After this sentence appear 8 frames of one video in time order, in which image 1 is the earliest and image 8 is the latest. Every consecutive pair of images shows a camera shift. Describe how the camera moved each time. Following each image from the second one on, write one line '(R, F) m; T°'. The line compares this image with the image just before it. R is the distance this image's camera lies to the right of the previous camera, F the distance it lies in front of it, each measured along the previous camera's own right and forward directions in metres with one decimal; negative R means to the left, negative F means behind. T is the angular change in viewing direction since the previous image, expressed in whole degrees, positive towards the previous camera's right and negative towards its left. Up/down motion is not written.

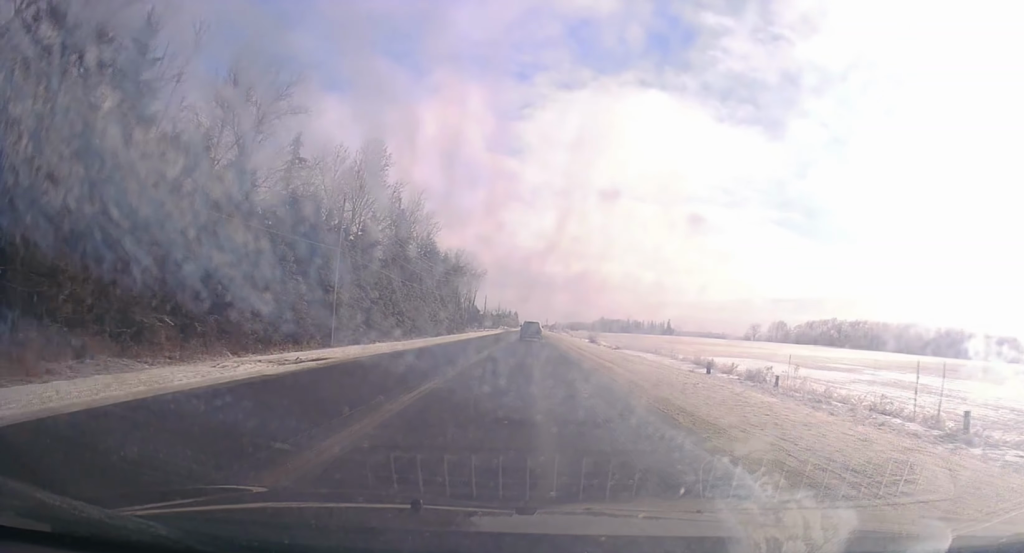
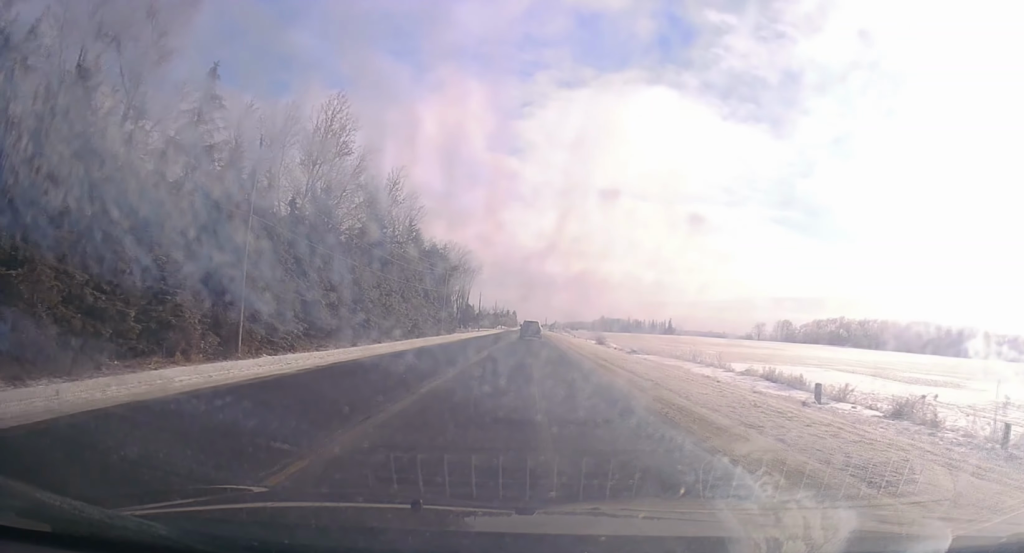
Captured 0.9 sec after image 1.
(0.0, +17.6) m; -2°
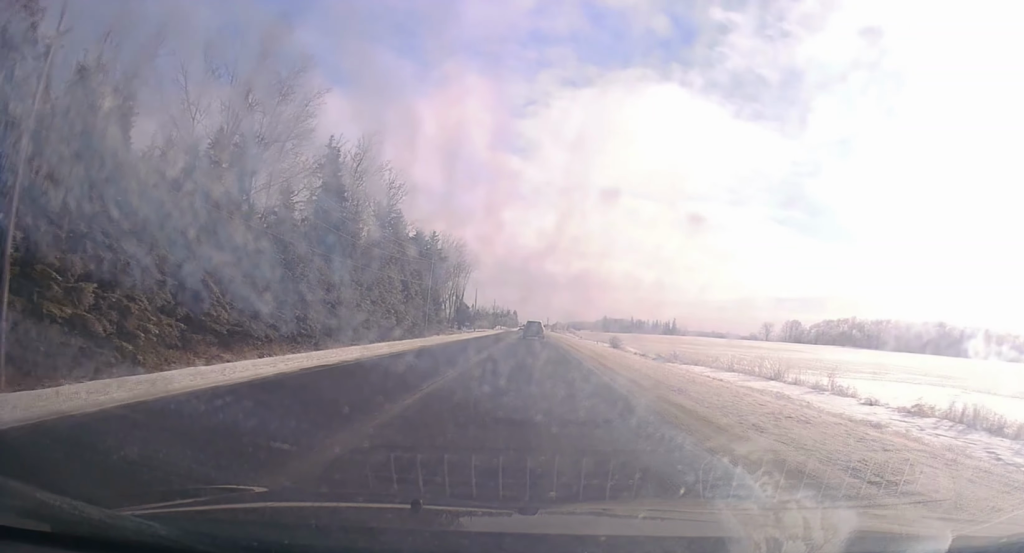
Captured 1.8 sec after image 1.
(-0.5, +18.7) m; 0°
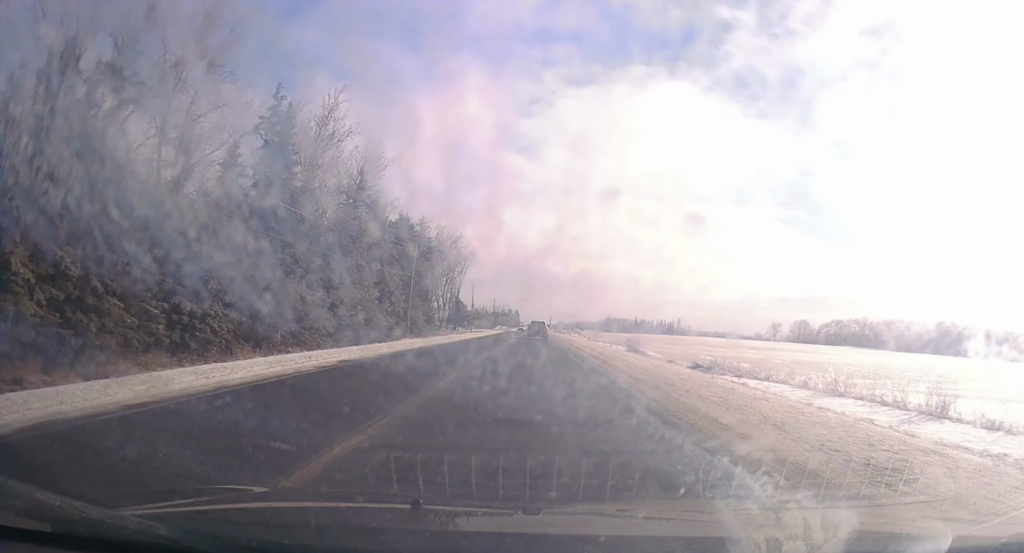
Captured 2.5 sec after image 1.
(+0.2, +15.6) m; +1°
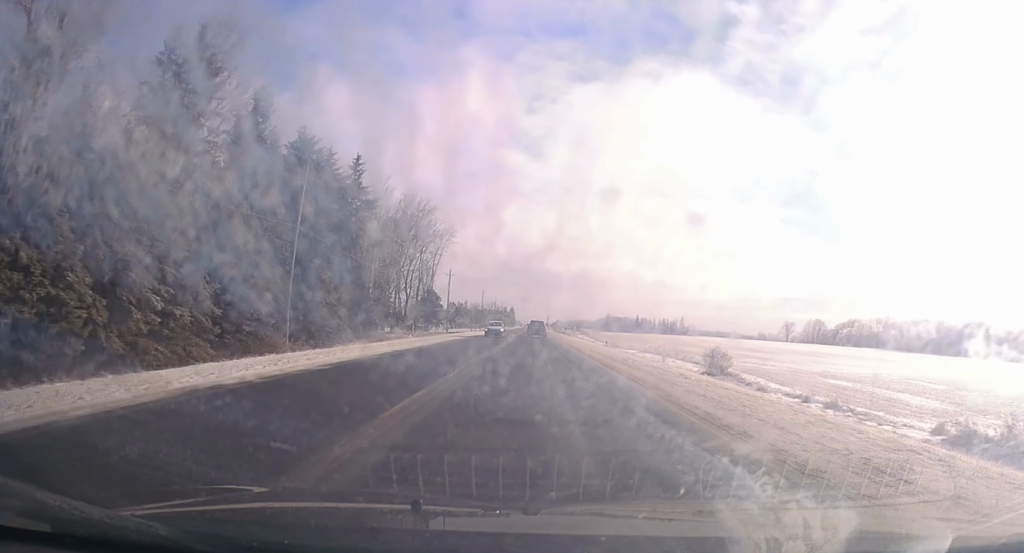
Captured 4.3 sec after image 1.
(+0.3, +38.5) m; -1°
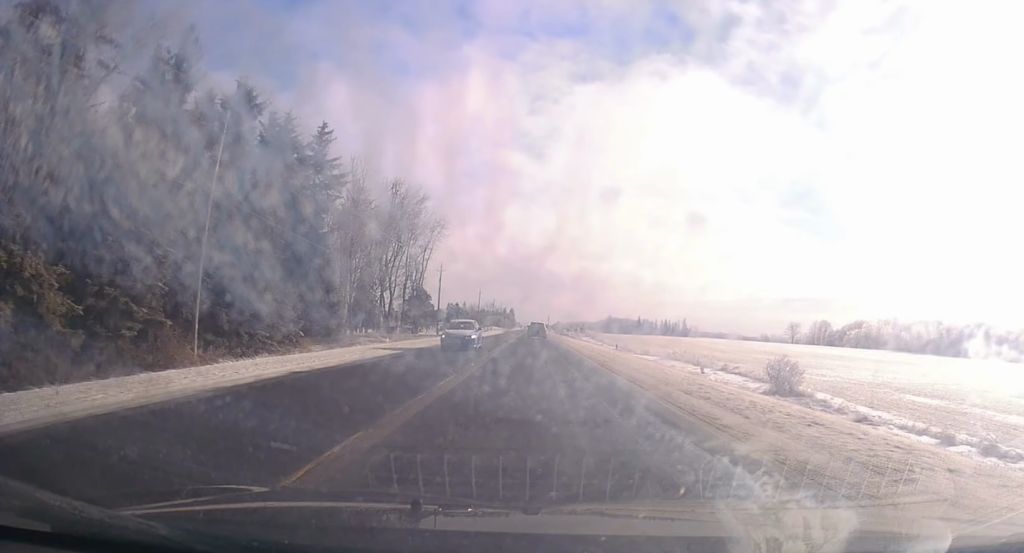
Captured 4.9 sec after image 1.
(-0.2, +12.8) m; 0°
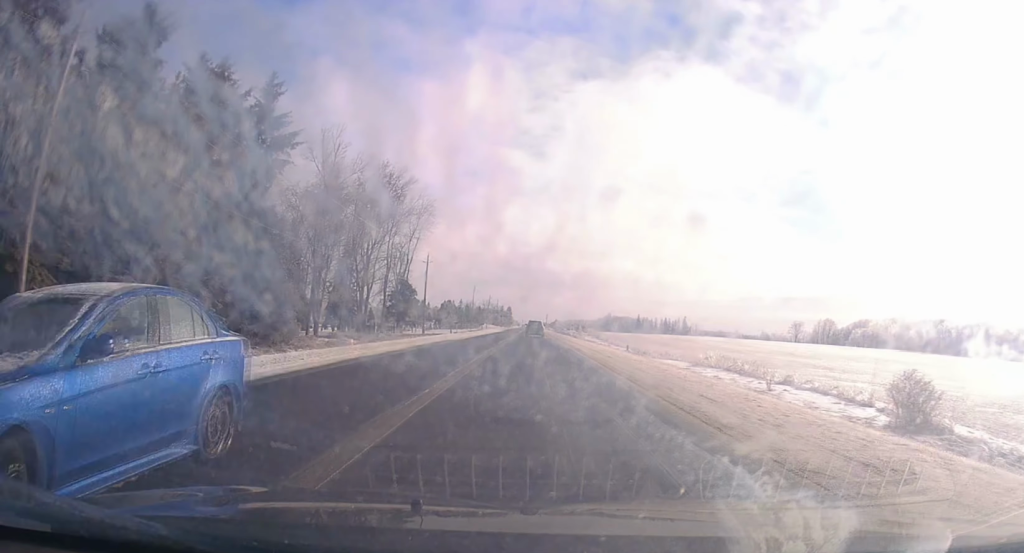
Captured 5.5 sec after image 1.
(0.0, +12.3) m; 0°
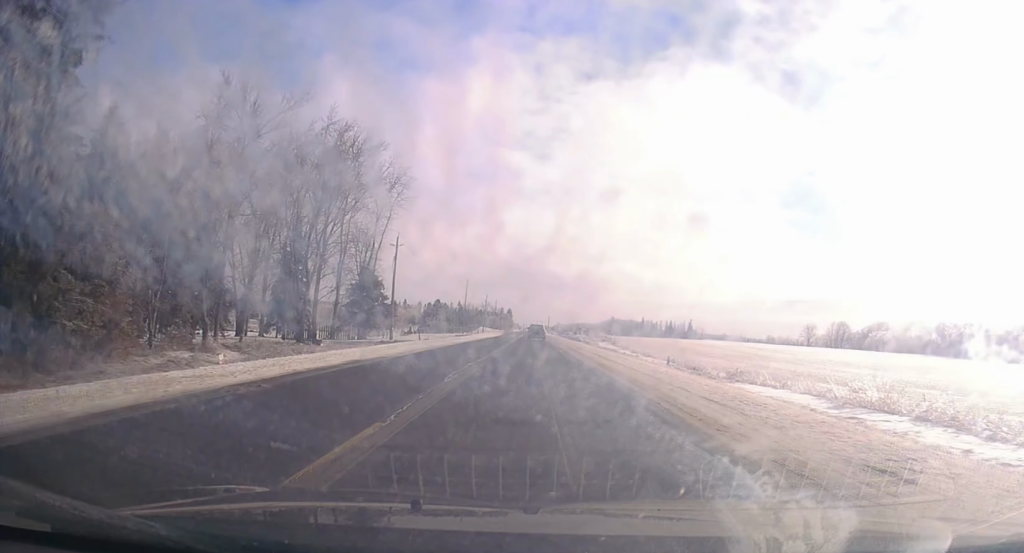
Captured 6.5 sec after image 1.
(0.0, +23.0) m; 0°
